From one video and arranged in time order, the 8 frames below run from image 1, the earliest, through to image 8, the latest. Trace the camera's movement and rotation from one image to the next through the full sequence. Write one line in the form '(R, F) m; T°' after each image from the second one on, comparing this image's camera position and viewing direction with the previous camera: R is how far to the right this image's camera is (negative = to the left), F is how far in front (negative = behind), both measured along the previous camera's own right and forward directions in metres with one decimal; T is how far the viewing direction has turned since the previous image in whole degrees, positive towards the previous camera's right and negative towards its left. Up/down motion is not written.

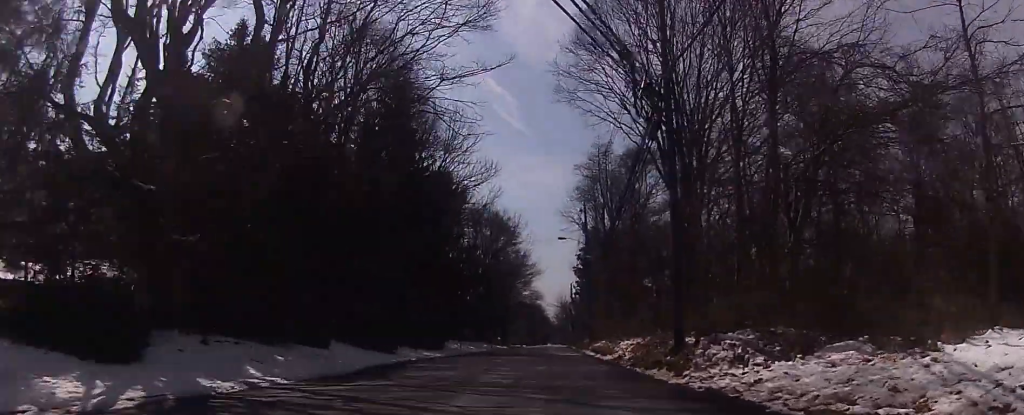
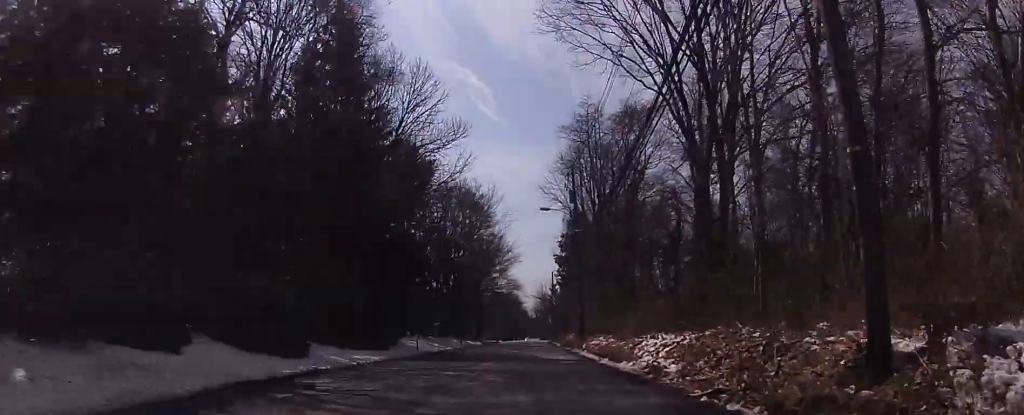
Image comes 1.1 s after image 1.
(+0.2, +11.0) m; +2°
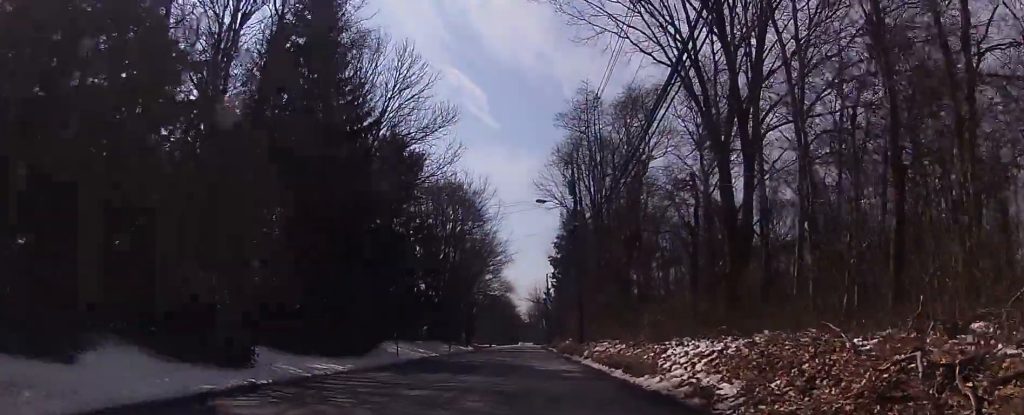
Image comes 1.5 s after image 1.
(-0.1, +4.4) m; +1°
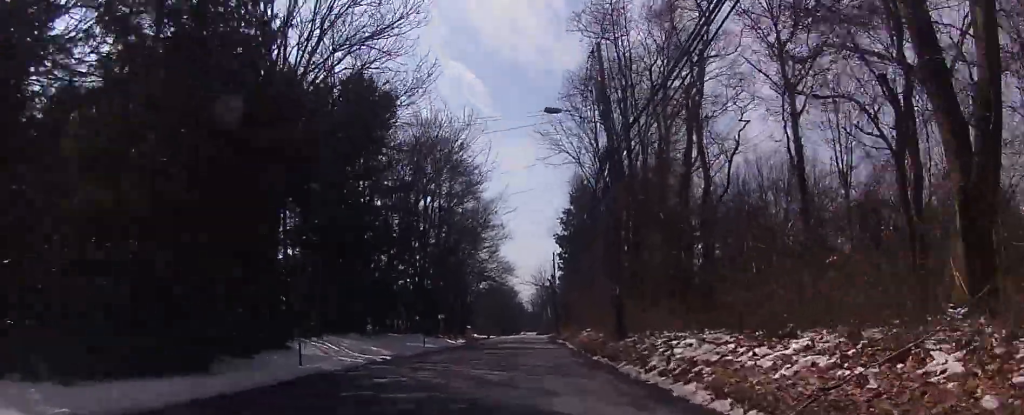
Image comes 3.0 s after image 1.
(+0.5, +15.5) m; +2°
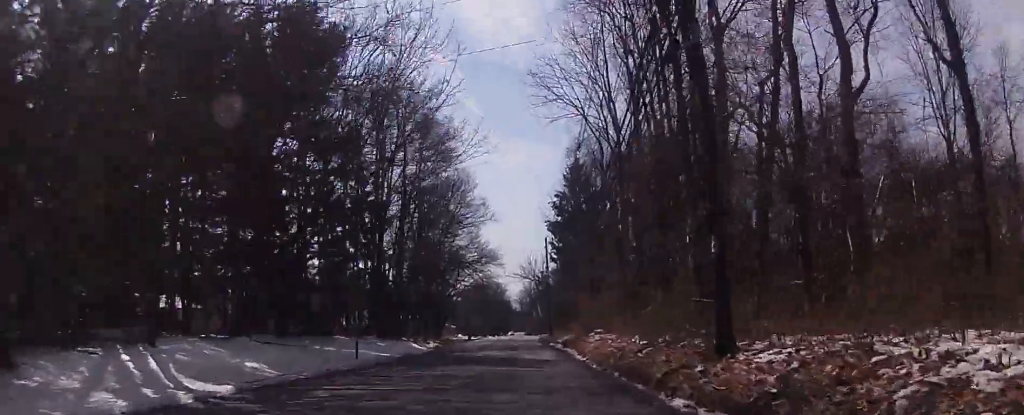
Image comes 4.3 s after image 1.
(0.0, +13.4) m; +1°
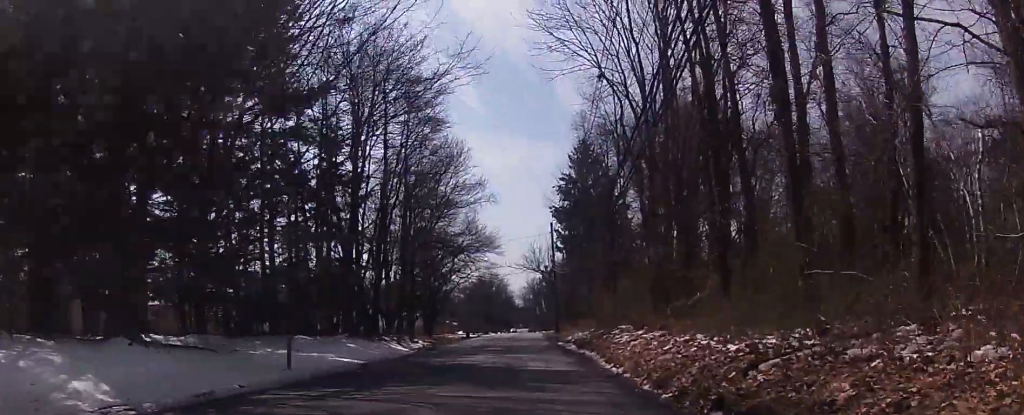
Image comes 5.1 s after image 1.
(+0.1, +8.1) m; +1°
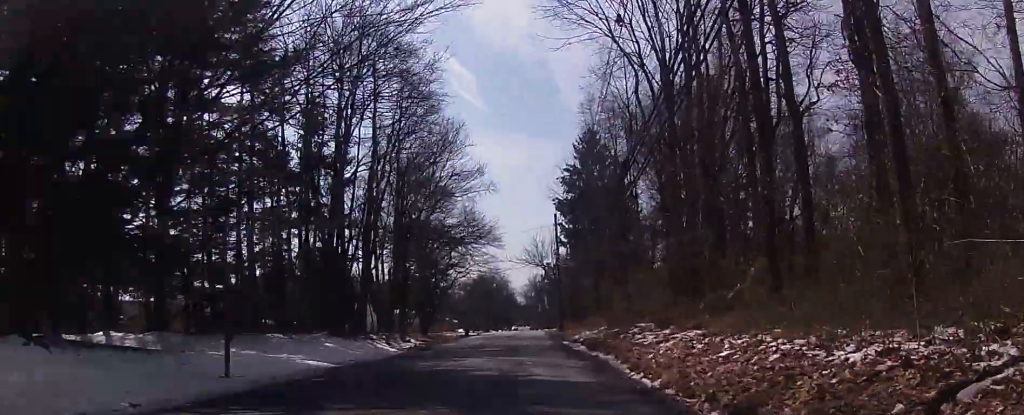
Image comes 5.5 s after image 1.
(+0.1, +4.2) m; 0°
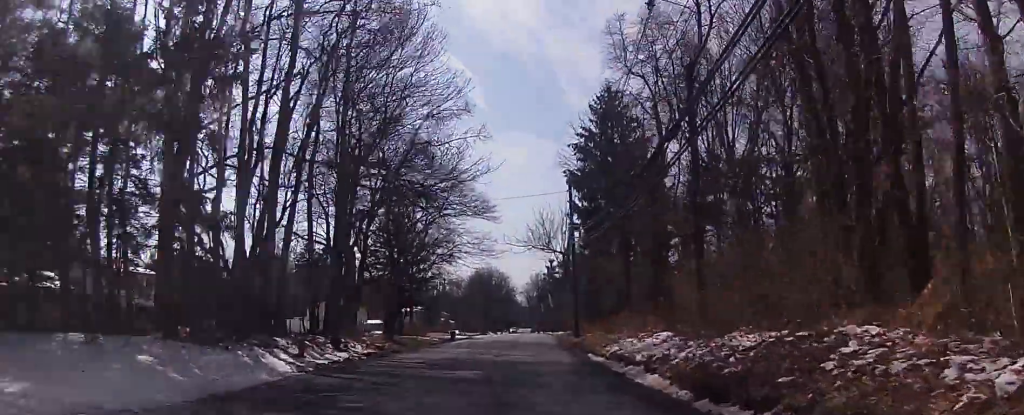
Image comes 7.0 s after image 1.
(0.0, +15.6) m; +1°
